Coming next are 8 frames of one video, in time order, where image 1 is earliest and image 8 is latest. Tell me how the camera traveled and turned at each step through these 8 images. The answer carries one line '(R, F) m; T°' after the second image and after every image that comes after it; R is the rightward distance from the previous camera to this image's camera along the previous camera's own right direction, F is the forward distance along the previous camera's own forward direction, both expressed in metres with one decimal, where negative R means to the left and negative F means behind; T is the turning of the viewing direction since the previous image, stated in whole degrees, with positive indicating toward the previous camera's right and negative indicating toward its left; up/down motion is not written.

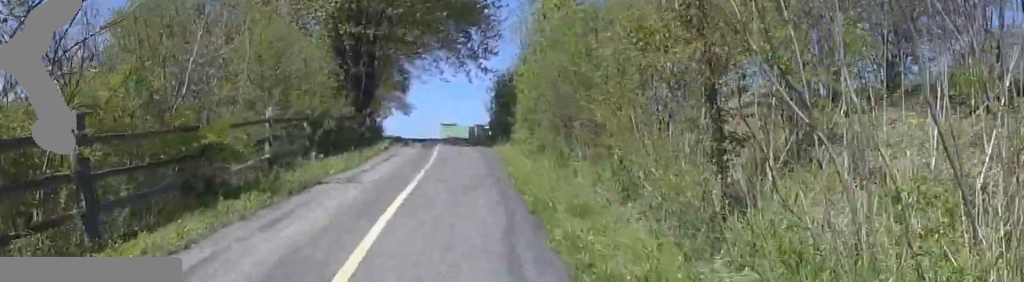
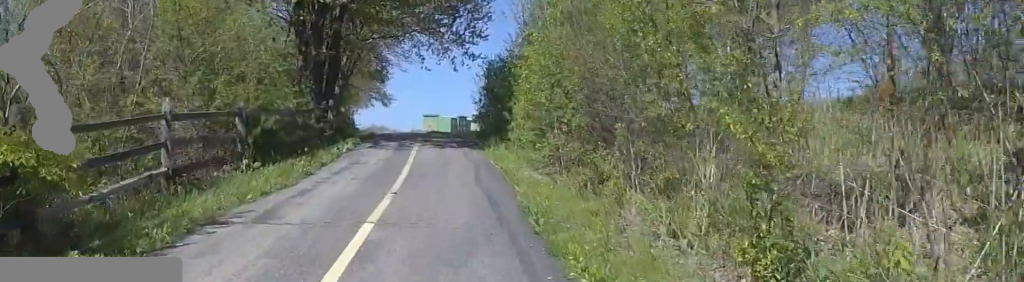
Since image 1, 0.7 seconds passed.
(+0.6, +3.7) m; +6°
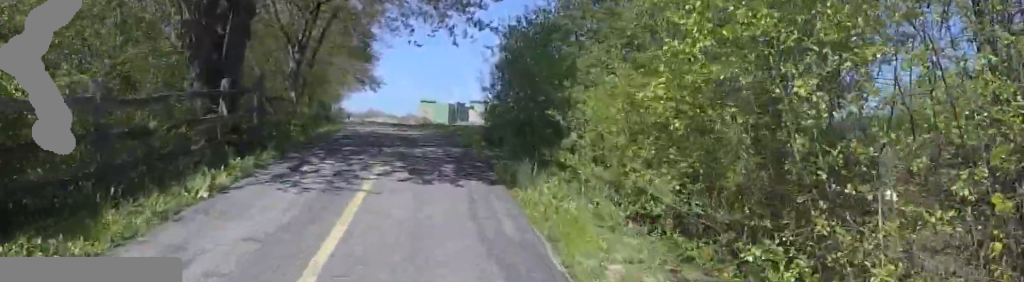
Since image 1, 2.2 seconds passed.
(-0.1, +7.7) m; -6°
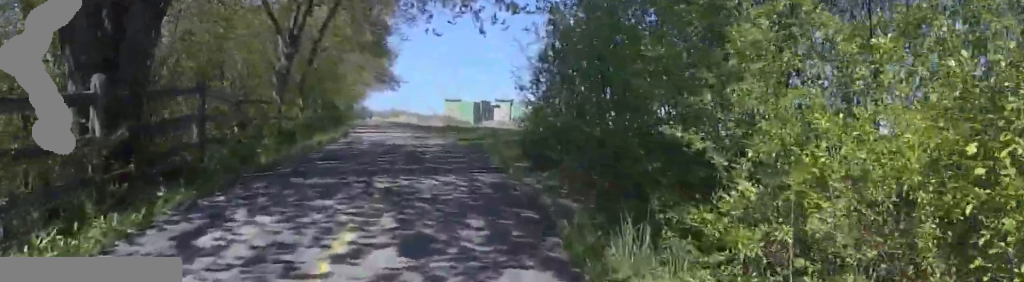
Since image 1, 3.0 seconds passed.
(-0.3, +3.6) m; -4°
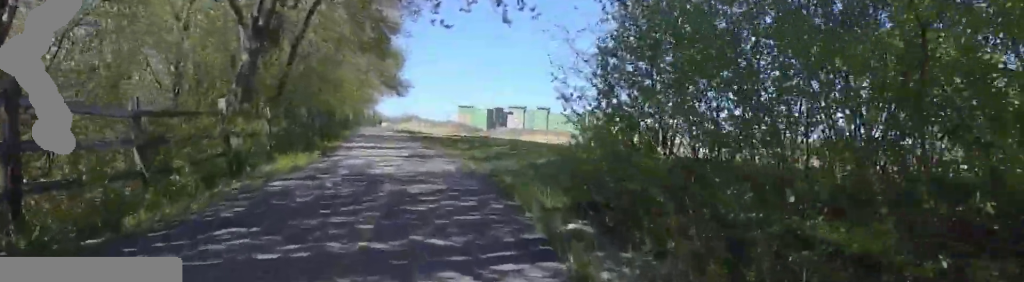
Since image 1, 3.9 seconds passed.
(-0.4, +3.7) m; 0°
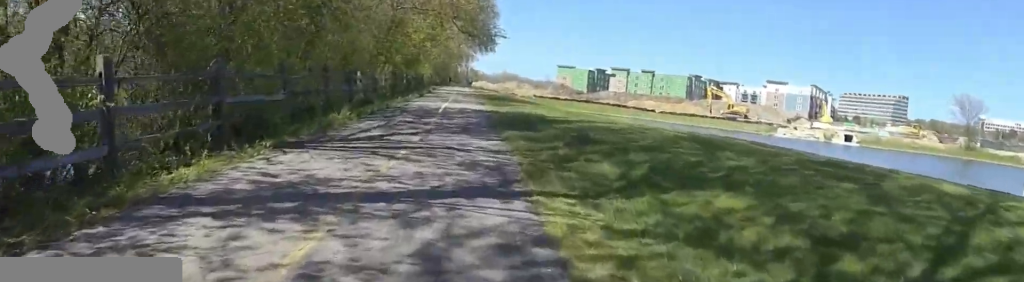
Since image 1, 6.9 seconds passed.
(-1.6, +12.8) m; -15°
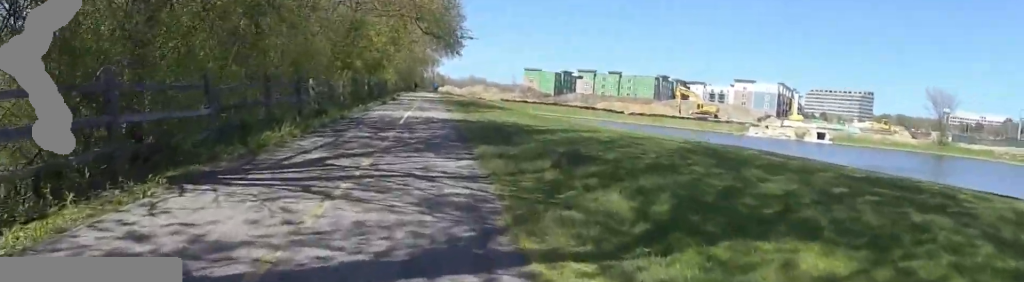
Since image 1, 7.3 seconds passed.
(0.0, +2.0) m; 0°
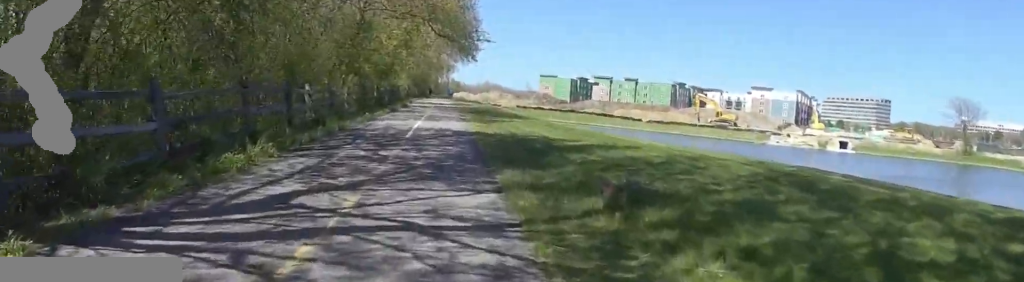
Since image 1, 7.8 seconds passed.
(0.0, +2.2) m; 0°
